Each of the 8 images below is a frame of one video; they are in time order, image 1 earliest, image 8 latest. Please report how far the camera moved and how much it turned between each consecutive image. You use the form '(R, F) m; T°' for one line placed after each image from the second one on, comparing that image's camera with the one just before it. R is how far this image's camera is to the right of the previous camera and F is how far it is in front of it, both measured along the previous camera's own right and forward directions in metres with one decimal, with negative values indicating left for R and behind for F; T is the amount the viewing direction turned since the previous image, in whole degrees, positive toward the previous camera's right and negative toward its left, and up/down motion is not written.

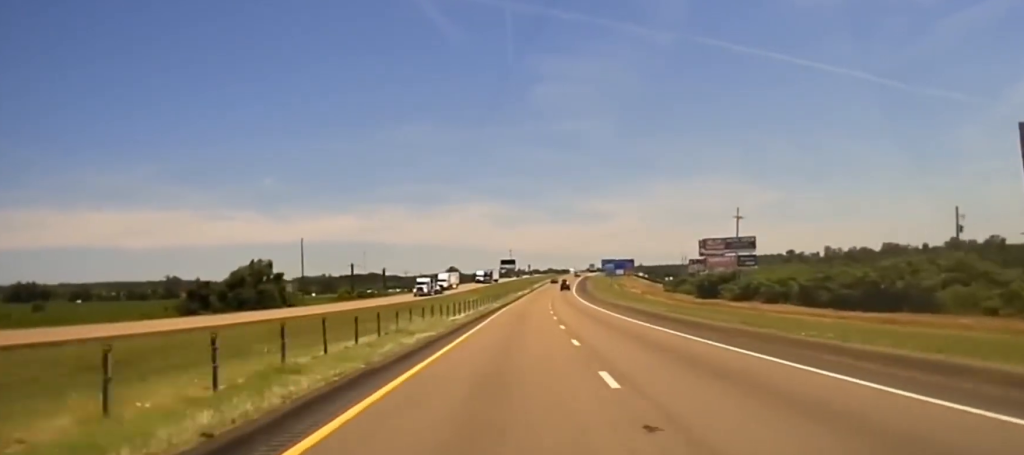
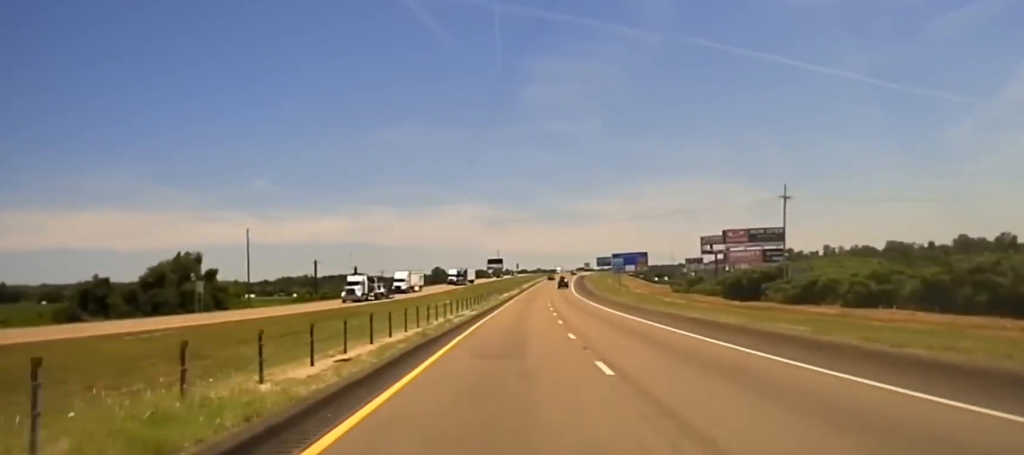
(+0.5, +33.9) m; +1°
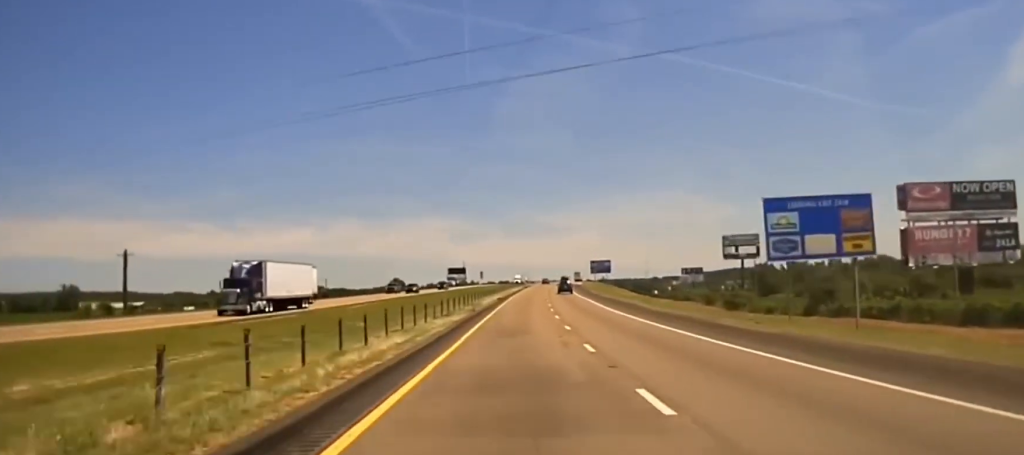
(+1.7, +101.6) m; +2°
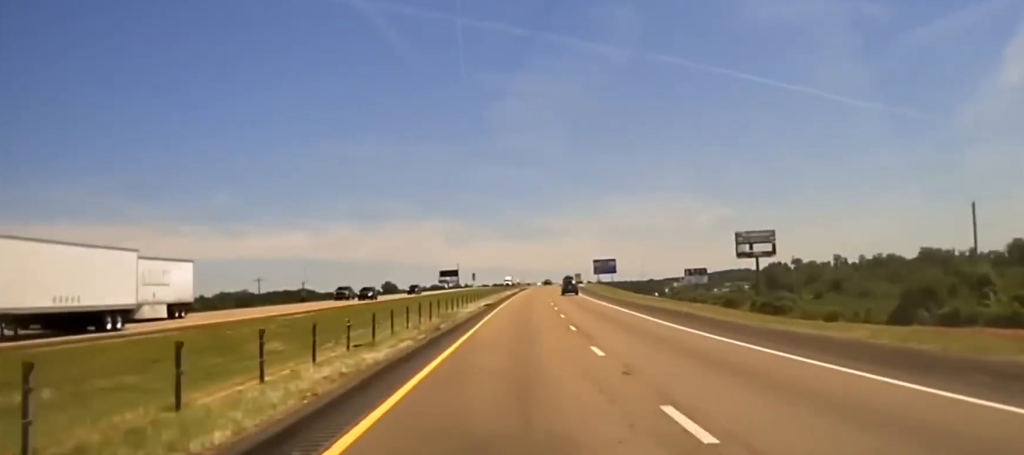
(+0.2, +26.4) m; +1°
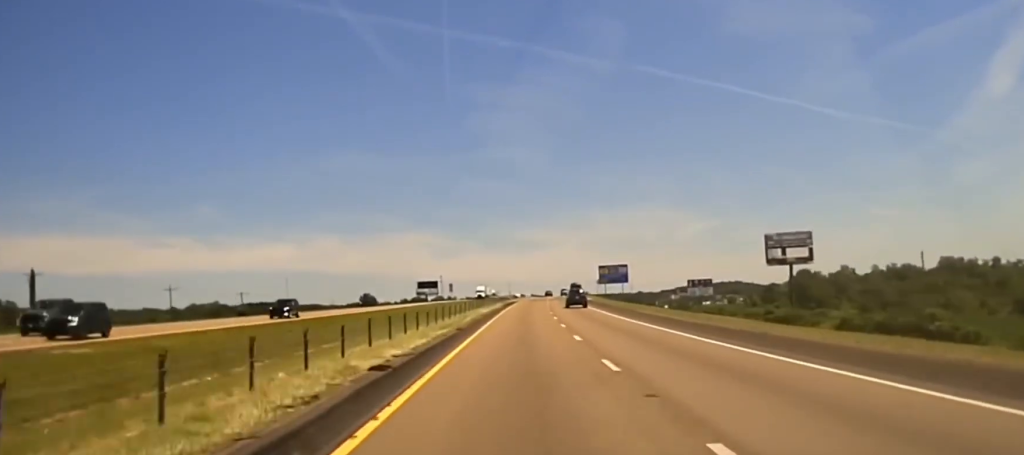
(+0.2, +48.8) m; 0°
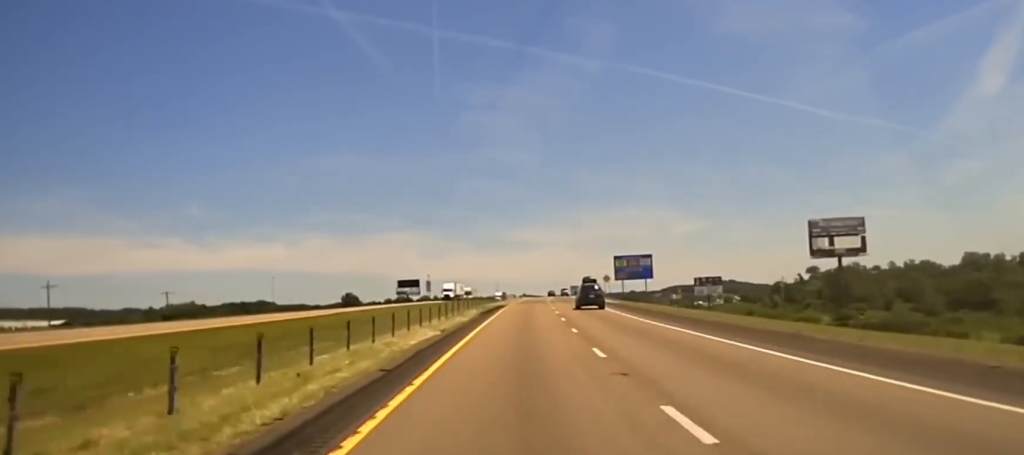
(+0.2, +45.0) m; +1°
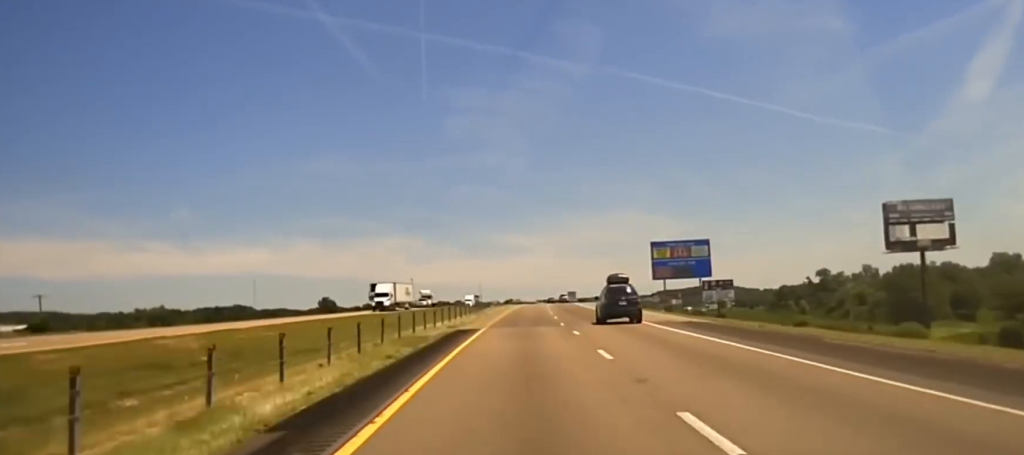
(+0.6, +50.5) m; +1°
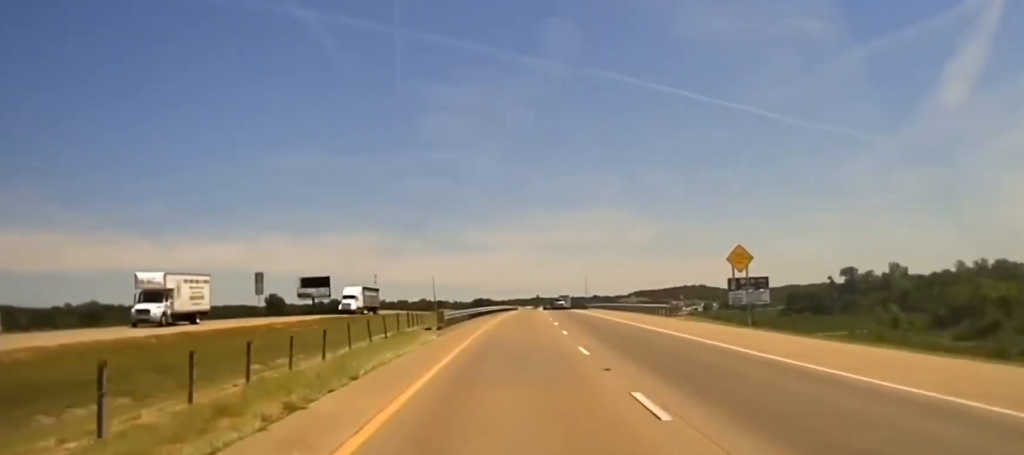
(+0.9, +91.5) m; +1°
